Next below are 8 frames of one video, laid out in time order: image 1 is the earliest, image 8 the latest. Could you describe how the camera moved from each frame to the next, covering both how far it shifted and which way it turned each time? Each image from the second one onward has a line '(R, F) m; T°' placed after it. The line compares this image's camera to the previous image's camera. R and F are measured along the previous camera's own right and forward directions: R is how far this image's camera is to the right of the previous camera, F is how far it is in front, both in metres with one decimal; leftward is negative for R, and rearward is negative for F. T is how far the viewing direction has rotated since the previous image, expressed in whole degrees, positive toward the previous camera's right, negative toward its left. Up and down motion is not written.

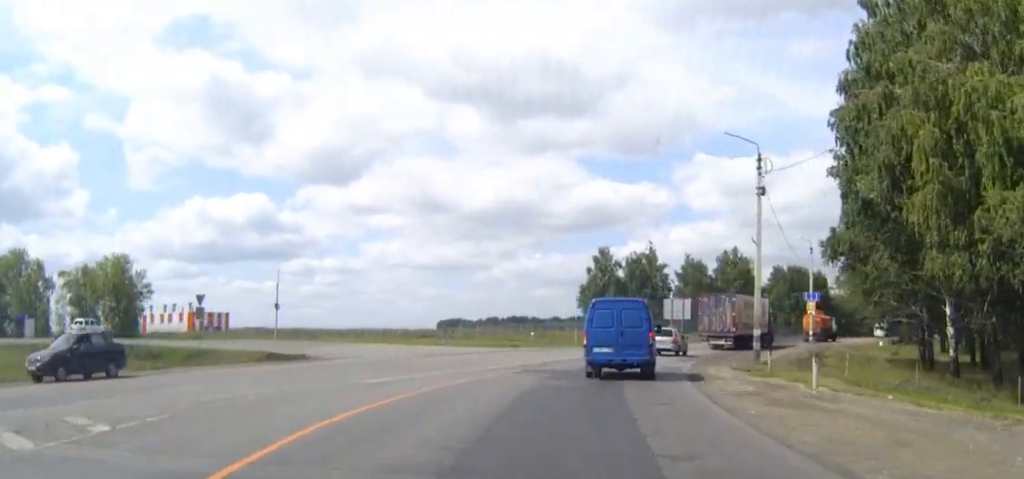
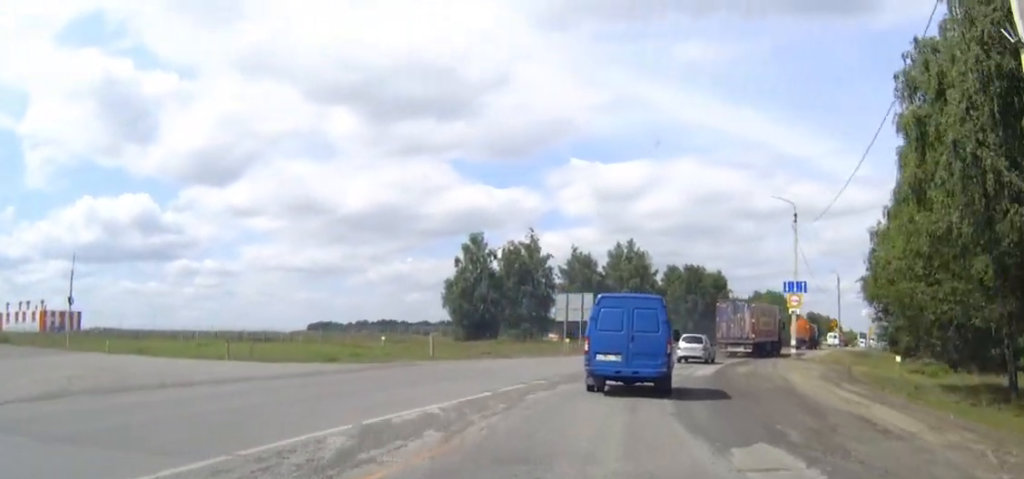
(+1.6, +26.3) m; +9°
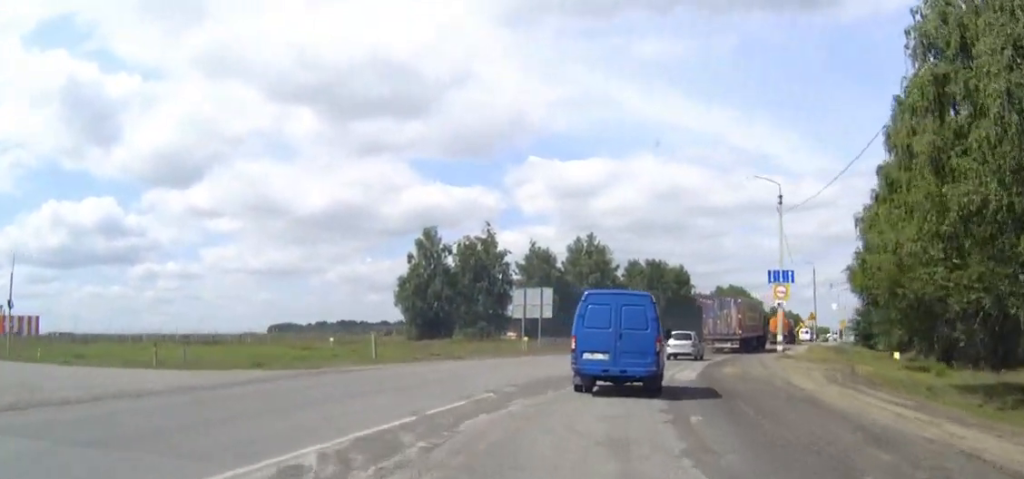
(+0.1, +5.5) m; +3°
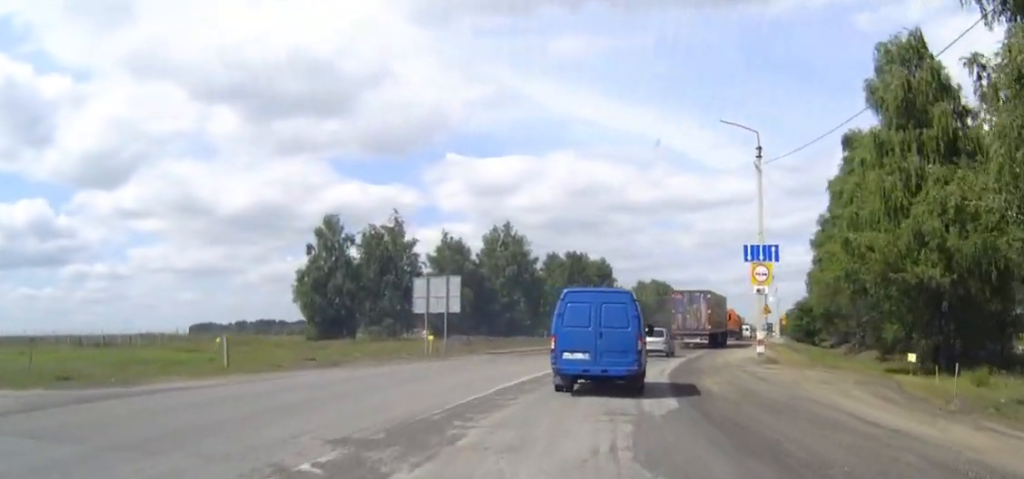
(+0.5, +11.2) m; +5°
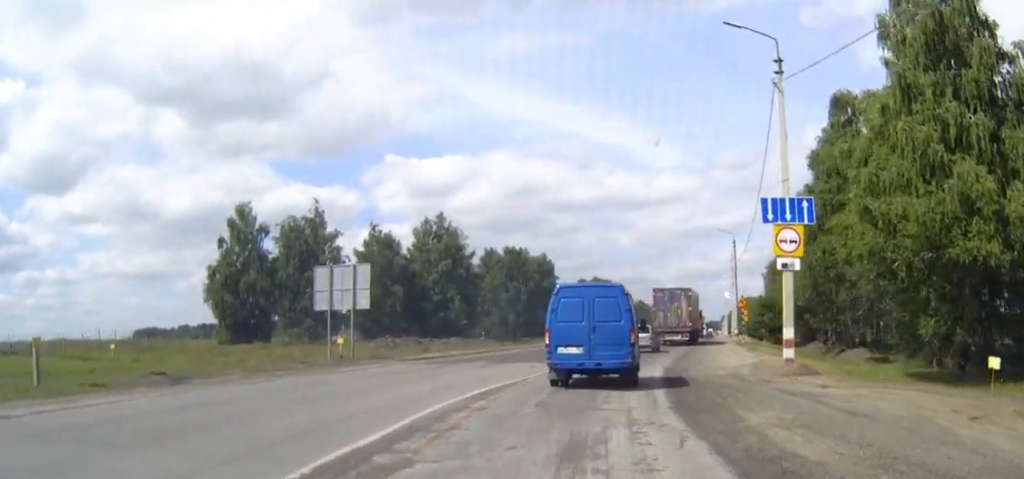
(+0.5, +11.0) m; +5°
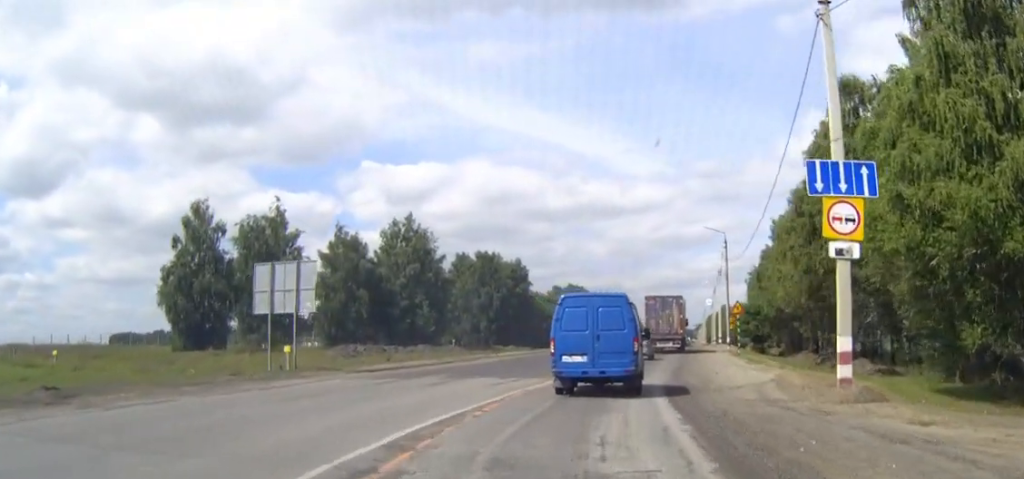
(+0.2, +5.9) m; +2°
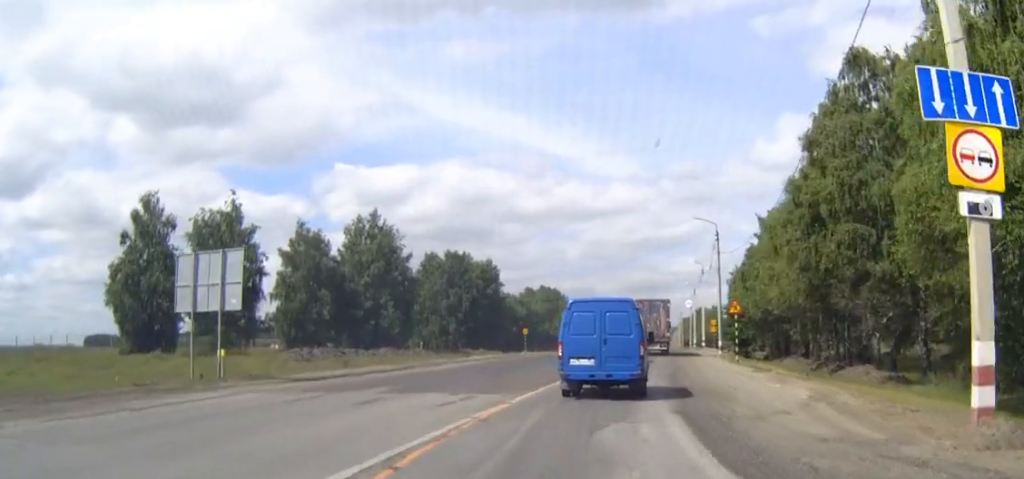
(+0.1, +6.2) m; +2°
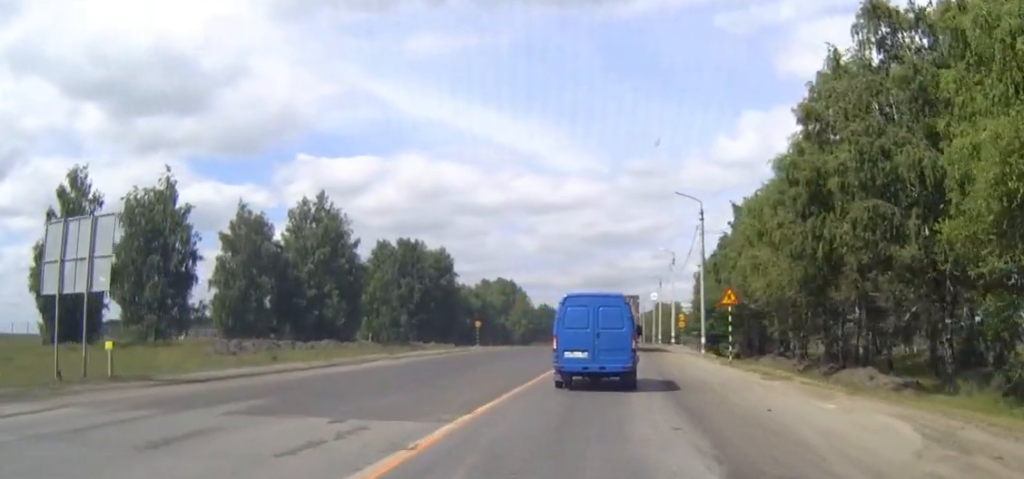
(+0.2, +7.9) m; +2°
